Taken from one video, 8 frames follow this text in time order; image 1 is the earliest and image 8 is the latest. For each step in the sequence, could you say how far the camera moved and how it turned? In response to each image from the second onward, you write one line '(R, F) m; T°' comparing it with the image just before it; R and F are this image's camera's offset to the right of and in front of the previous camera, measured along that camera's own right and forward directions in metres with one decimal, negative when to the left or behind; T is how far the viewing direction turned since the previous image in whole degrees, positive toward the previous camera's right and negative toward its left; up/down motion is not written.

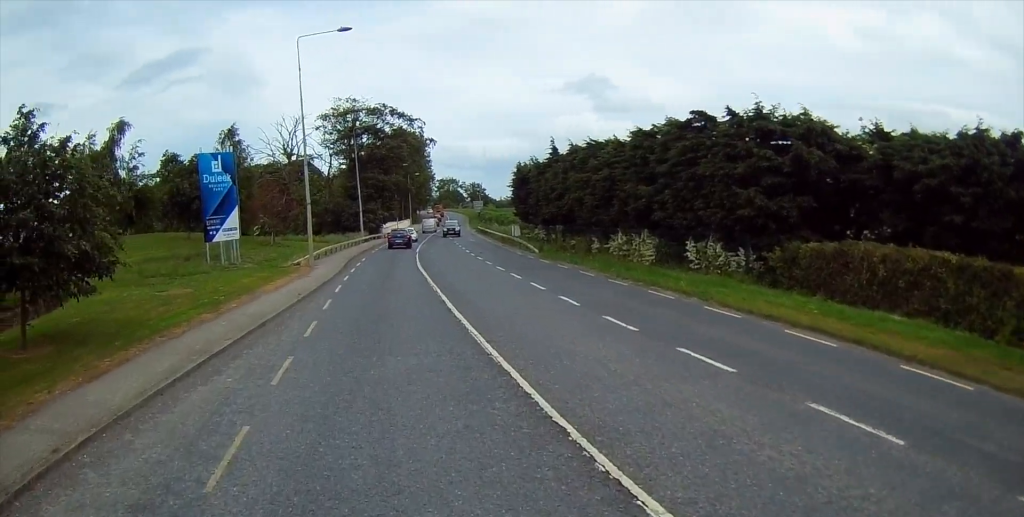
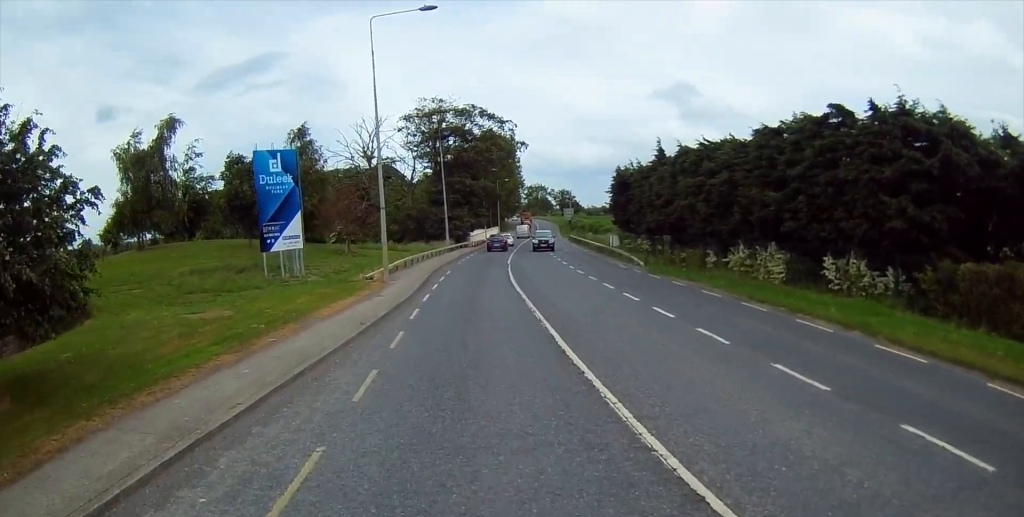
(-0.8, +4.4) m; -10°
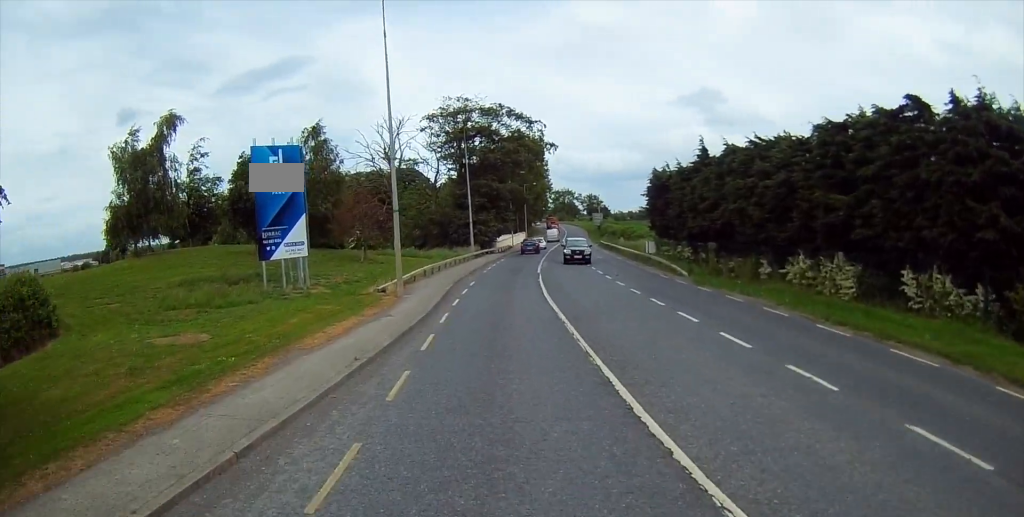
(-0.1, +3.4) m; -1°
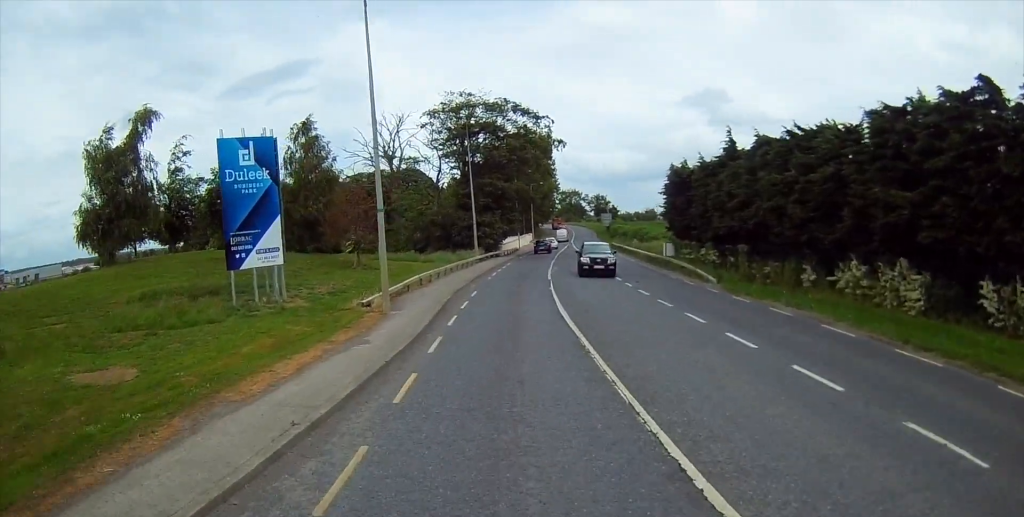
(0.0, +3.4) m; +1°
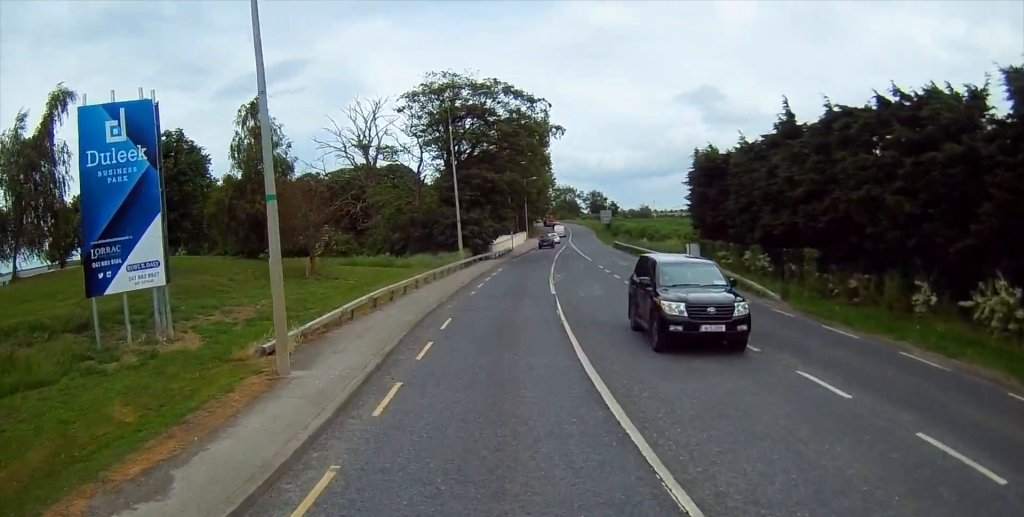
(+0.2, +7.7) m; 0°
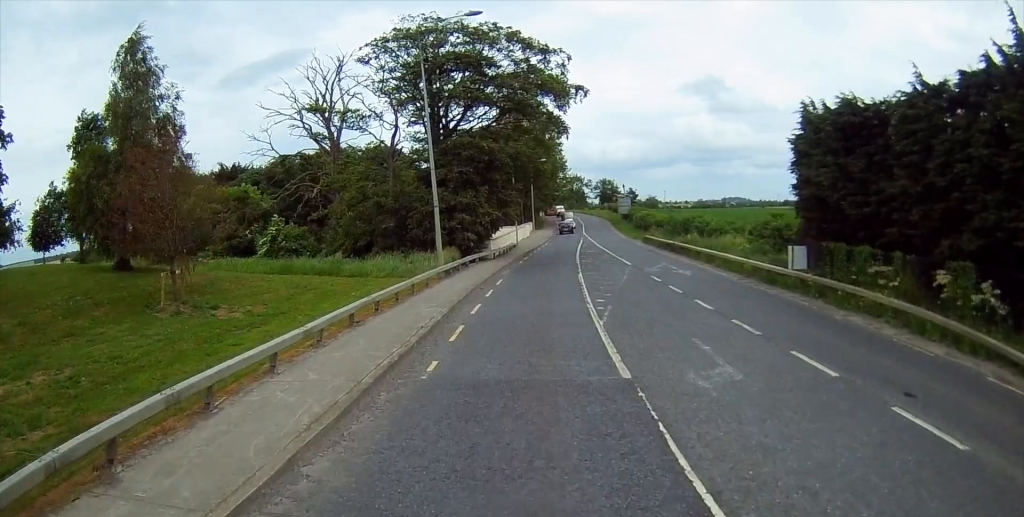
(-0.4, +14.4) m; 0°
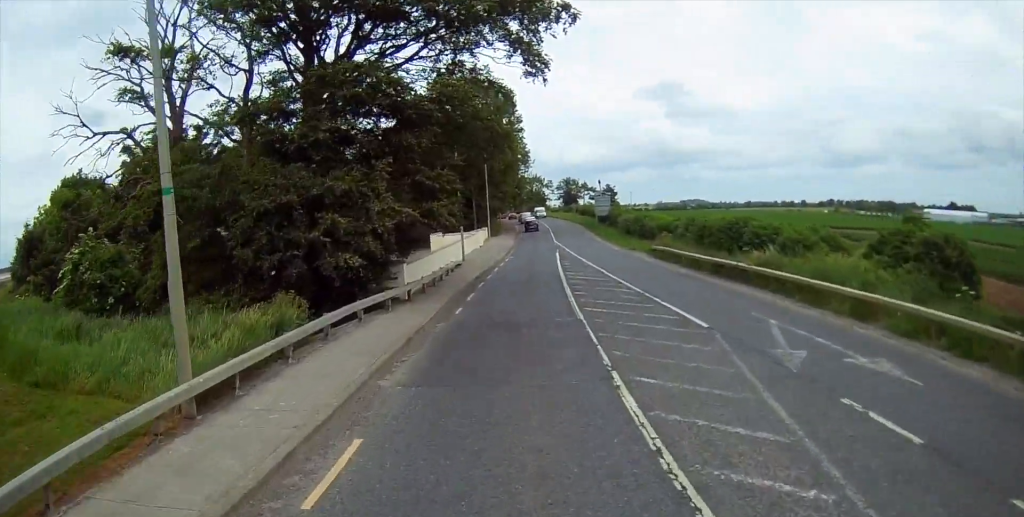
(+0.9, +18.9) m; +5°
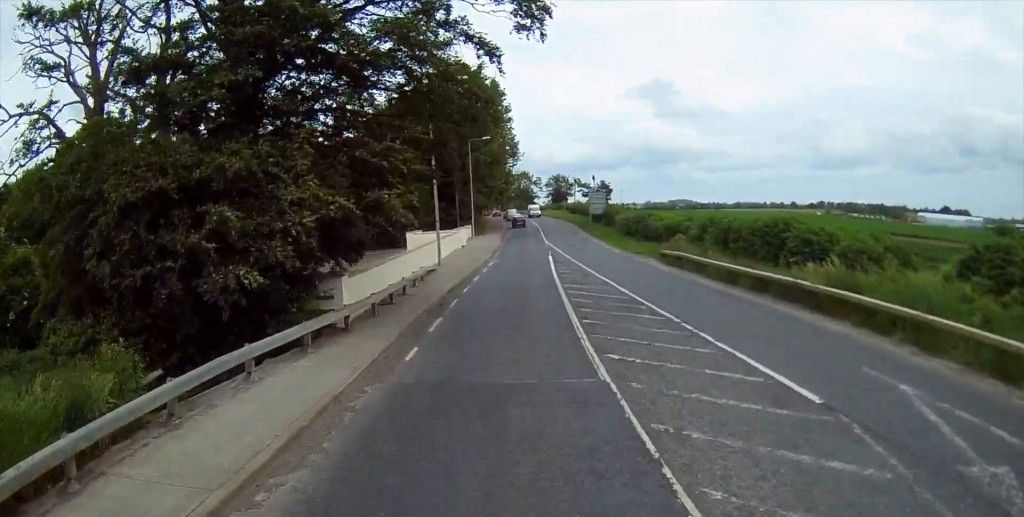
(+0.1, +6.1) m; 0°
